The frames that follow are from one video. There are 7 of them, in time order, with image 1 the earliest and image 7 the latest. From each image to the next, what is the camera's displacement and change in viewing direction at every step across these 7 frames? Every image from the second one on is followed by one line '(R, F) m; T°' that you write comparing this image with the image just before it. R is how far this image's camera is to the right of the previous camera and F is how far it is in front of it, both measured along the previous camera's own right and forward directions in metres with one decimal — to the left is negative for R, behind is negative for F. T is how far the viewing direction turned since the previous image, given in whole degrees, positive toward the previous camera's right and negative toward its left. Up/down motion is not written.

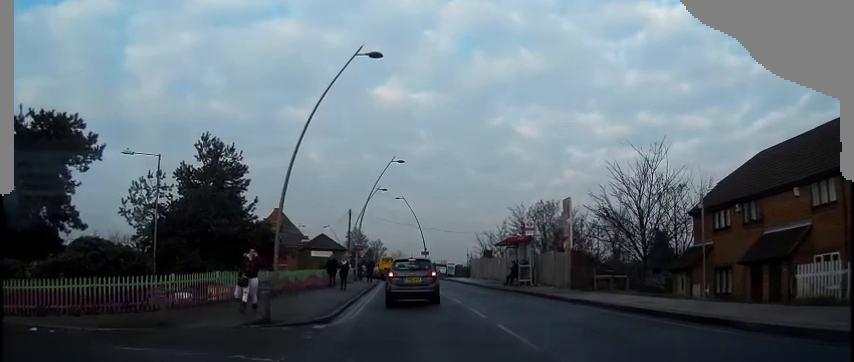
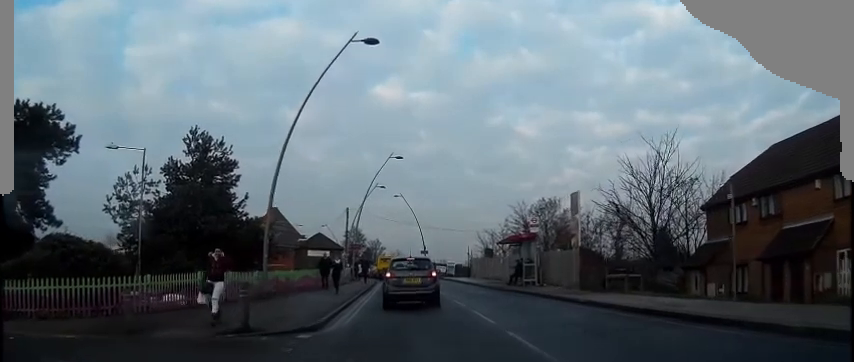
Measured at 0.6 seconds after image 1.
(0.0, +1.4) m; 0°
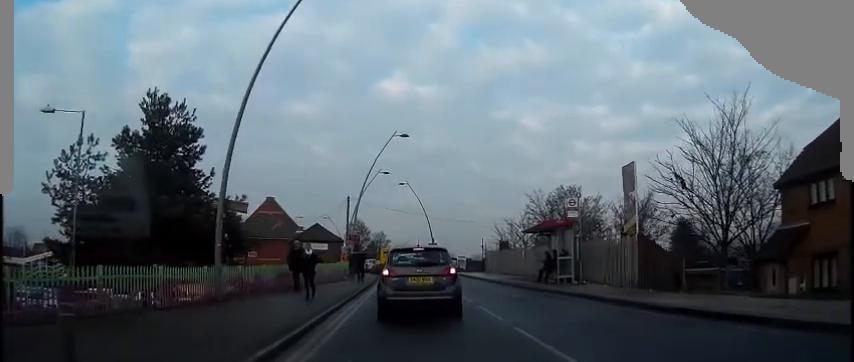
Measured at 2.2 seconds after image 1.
(+0.1, +5.4) m; +1°
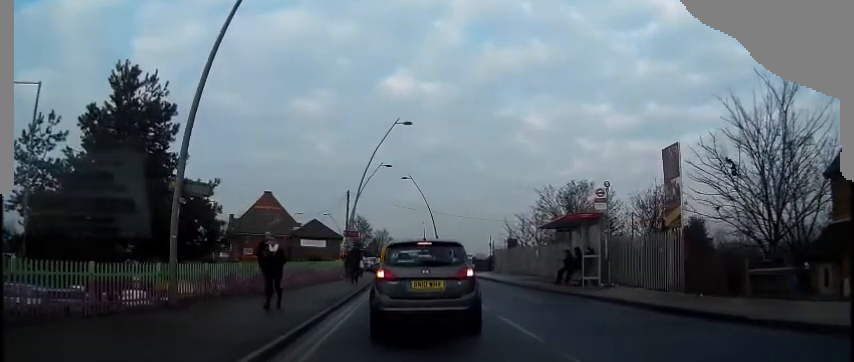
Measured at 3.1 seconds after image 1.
(0.0, +2.9) m; 0°
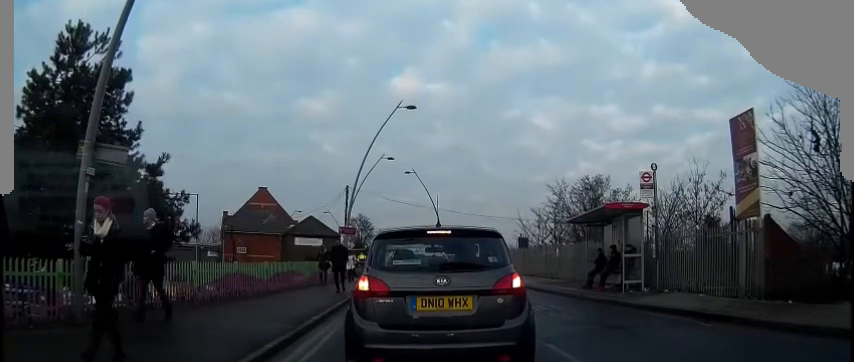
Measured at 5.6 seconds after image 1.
(-0.3, +5.4) m; -5°
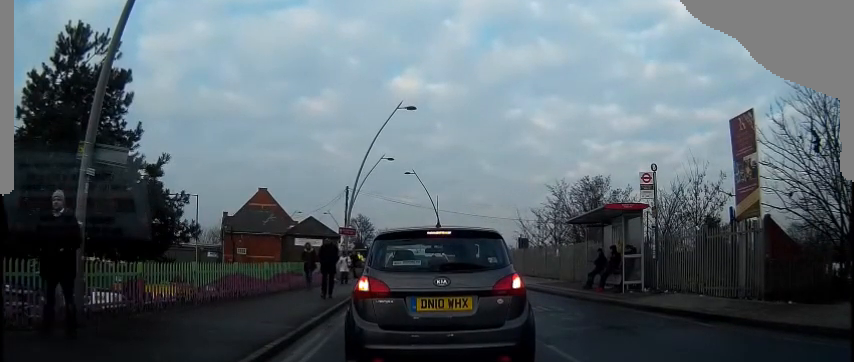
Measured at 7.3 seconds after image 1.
(+0.2, +0.8) m; 0°
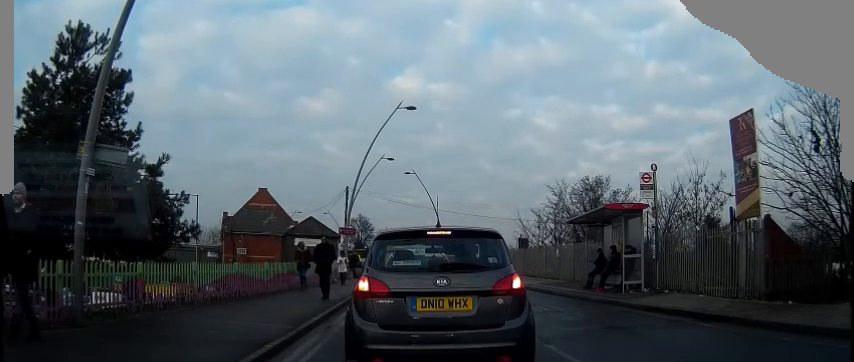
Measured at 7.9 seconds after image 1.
(-0.1, +0.2) m; 0°
